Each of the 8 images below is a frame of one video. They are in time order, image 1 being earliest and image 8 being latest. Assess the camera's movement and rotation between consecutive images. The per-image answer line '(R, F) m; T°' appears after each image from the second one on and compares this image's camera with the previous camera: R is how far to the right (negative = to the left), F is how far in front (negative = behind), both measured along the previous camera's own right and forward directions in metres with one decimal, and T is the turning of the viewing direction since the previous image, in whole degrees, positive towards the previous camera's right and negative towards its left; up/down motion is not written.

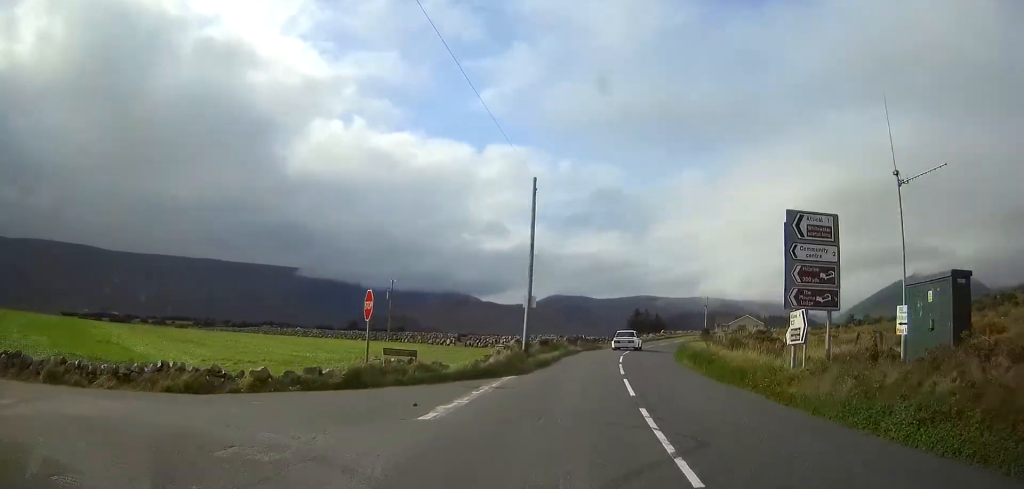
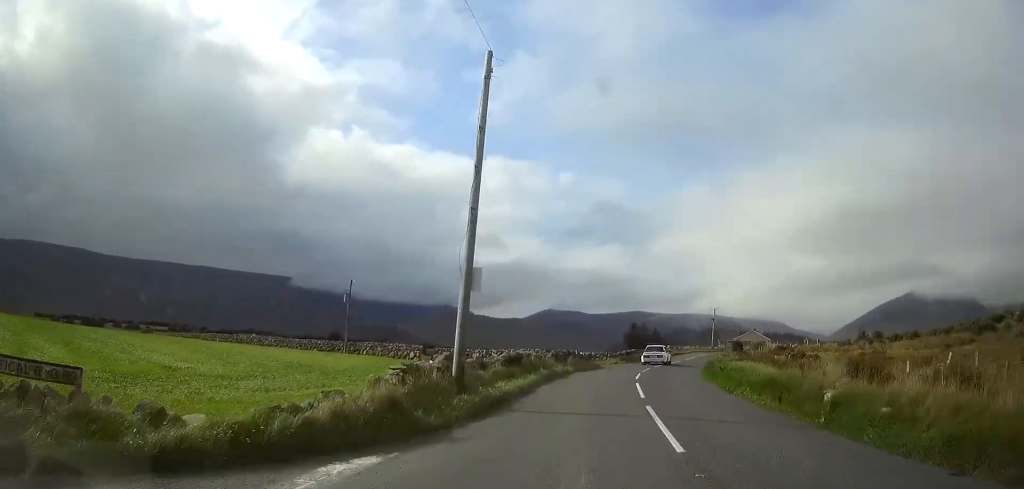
(0.0, +12.4) m; +2°
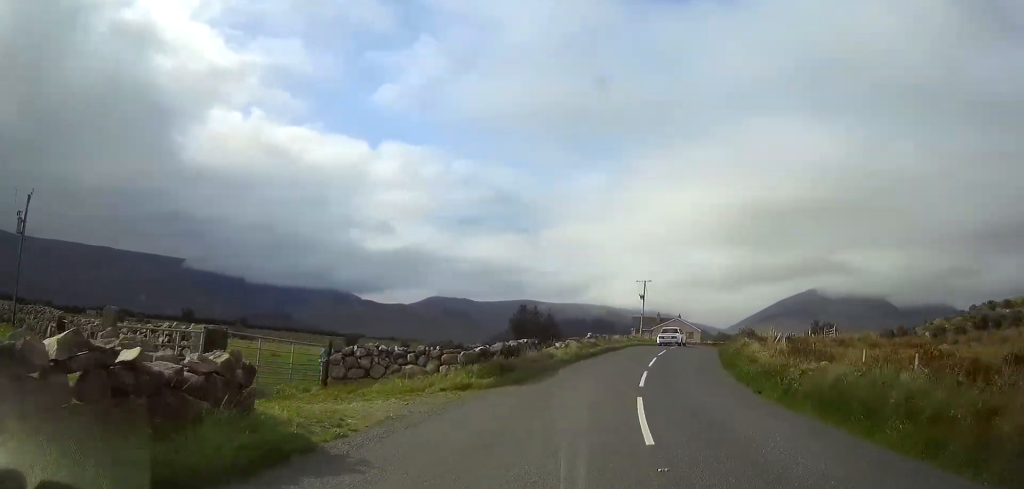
(+2.9, +33.4) m; +10°
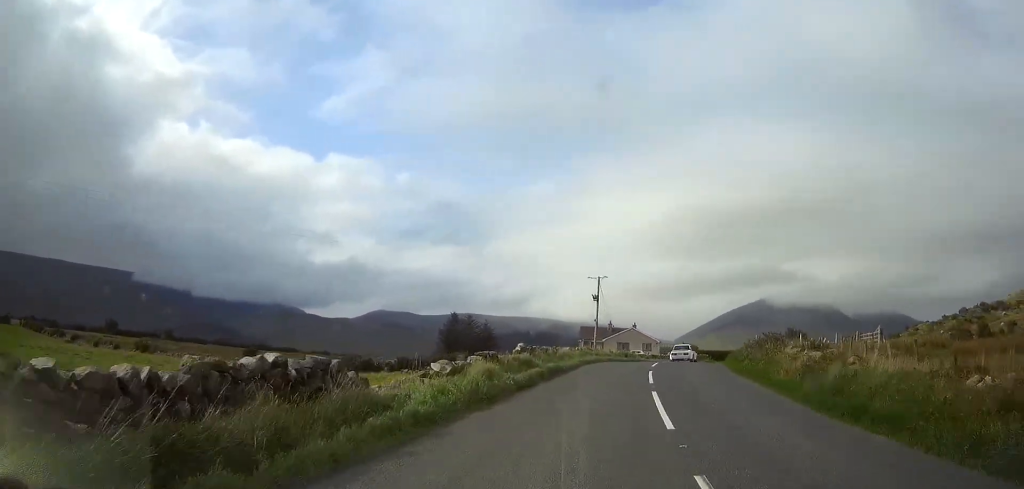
(+0.8, +15.8) m; +5°
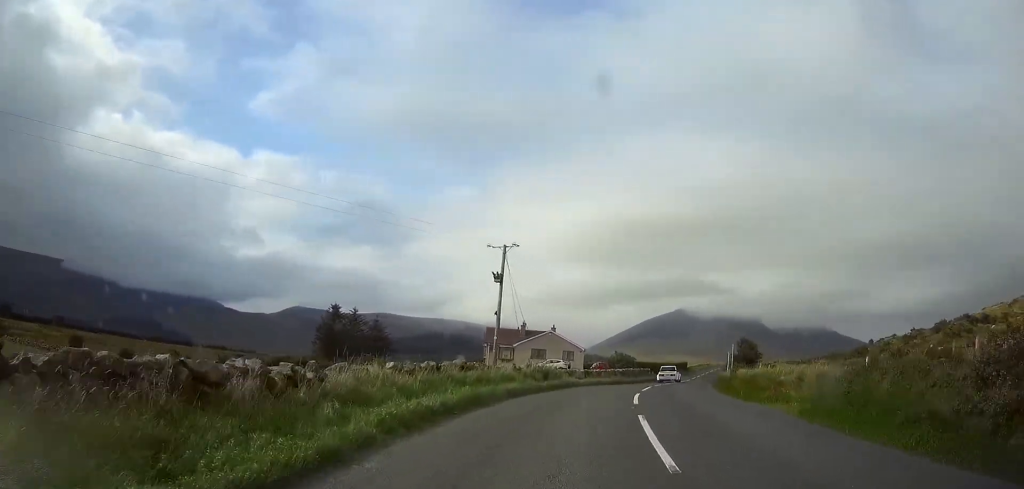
(+1.1, +20.0) m; +5°
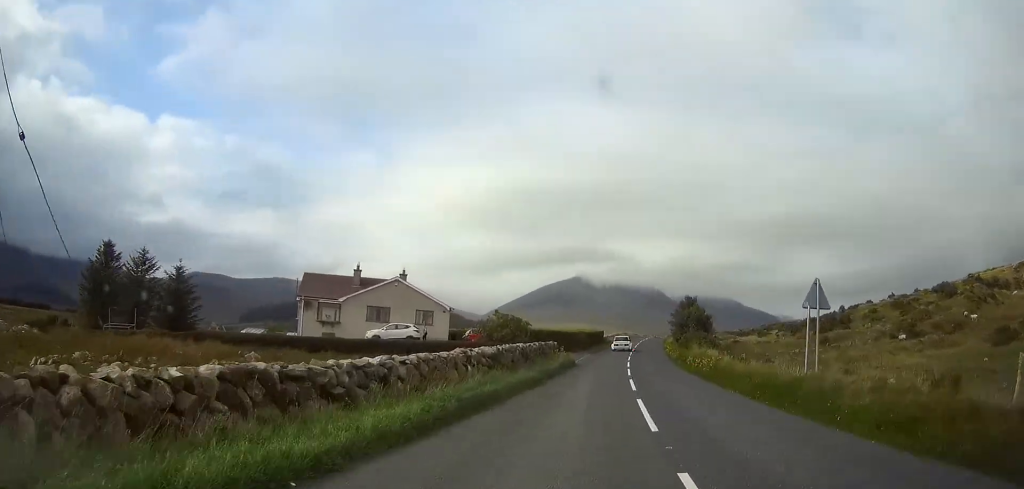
(+1.8, +32.0) m; +6°
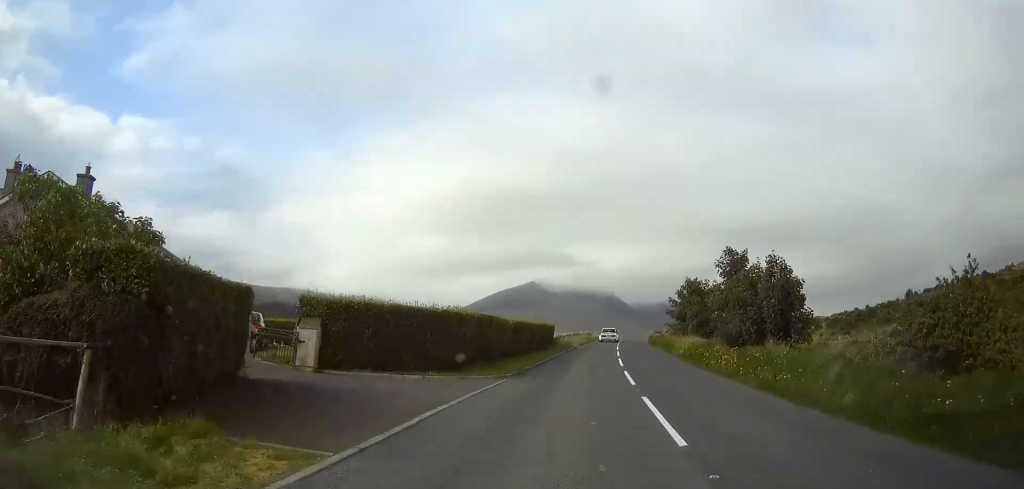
(+1.3, +37.7) m; +3°
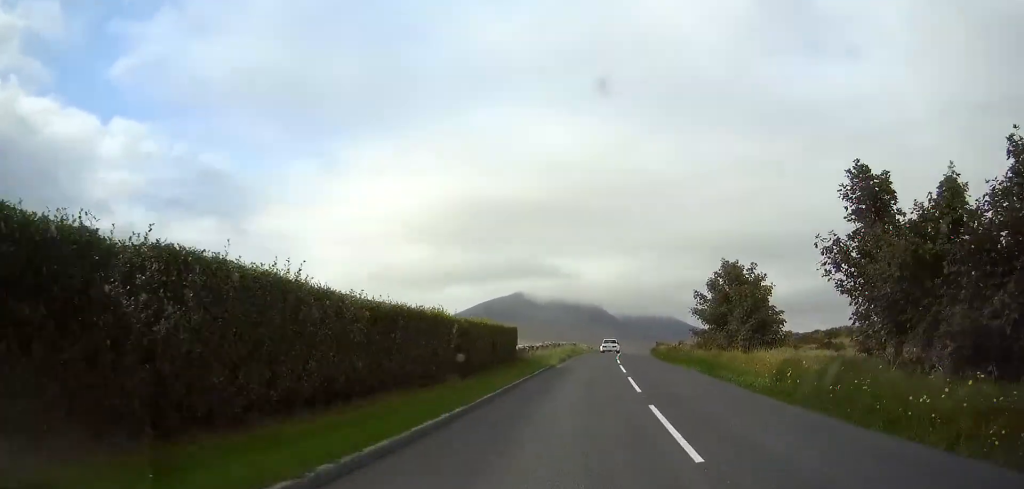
(+0.1, +18.2) m; +1°
